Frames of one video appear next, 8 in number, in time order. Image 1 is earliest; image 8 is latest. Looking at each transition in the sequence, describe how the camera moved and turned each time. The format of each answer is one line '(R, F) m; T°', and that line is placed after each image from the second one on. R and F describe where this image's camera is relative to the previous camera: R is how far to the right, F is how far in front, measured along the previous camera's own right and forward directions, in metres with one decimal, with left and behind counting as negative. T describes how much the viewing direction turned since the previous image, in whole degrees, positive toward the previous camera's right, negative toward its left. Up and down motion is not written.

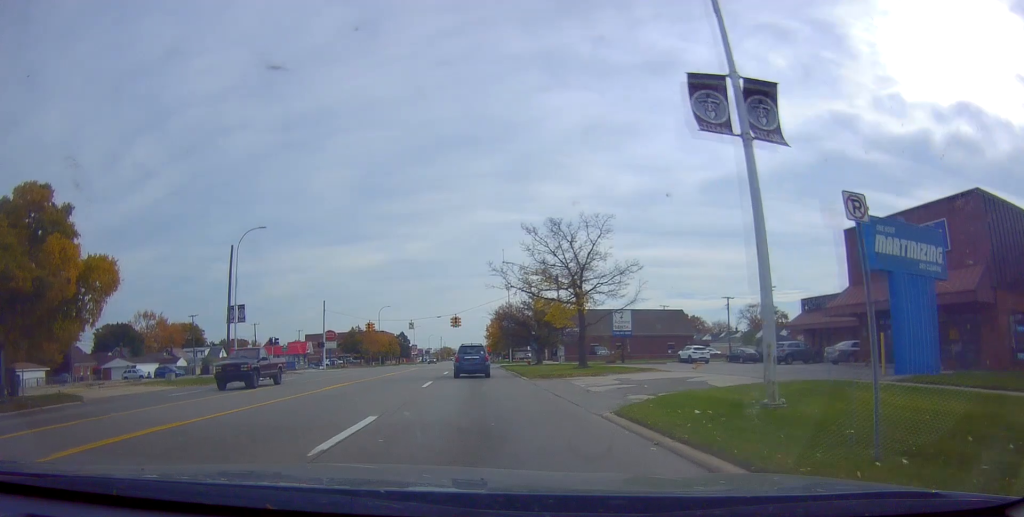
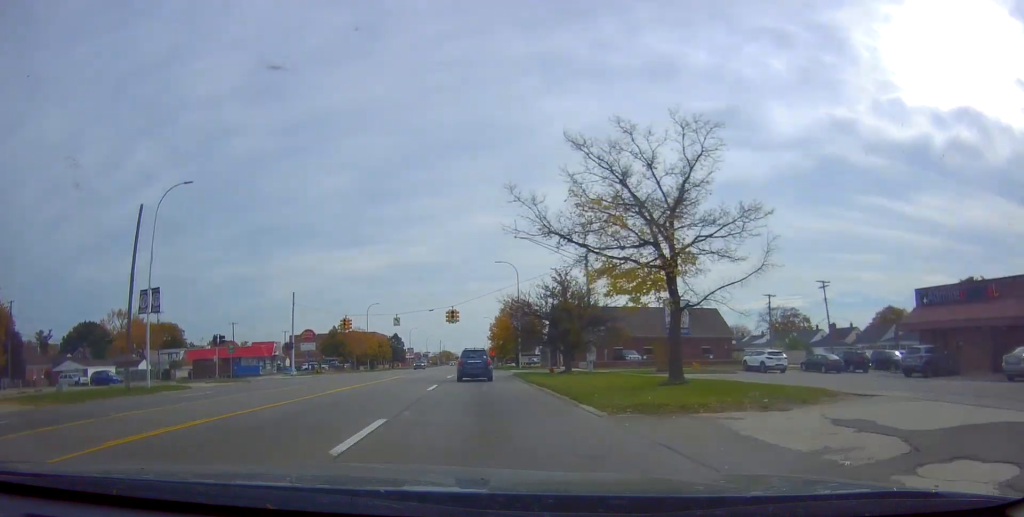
(-0.4, +14.7) m; +1°
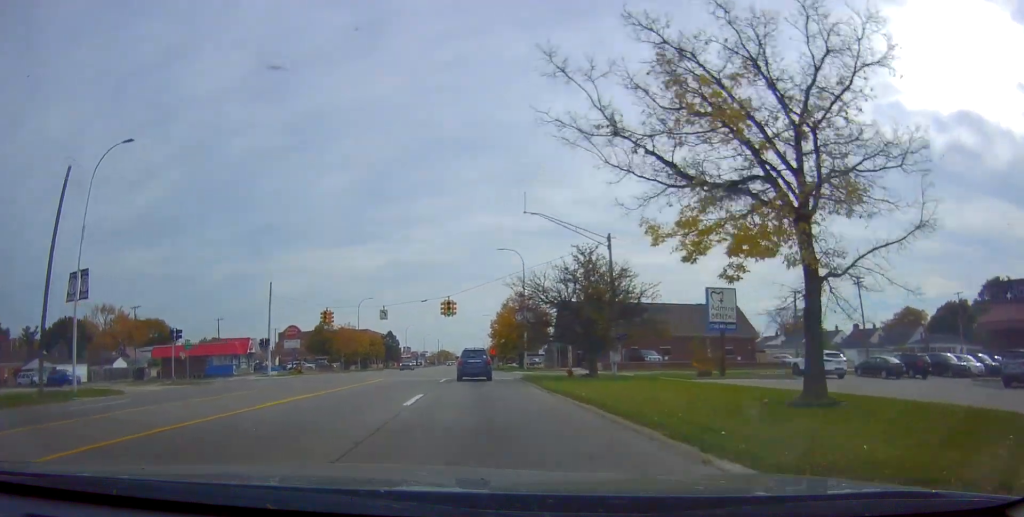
(+0.2, +7.8) m; +2°
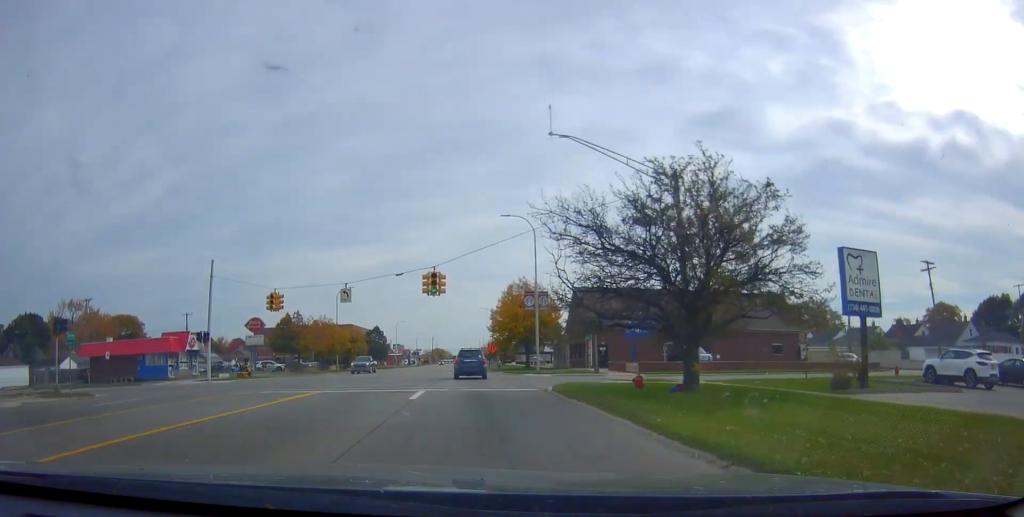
(+0.1, +13.1) m; 0°
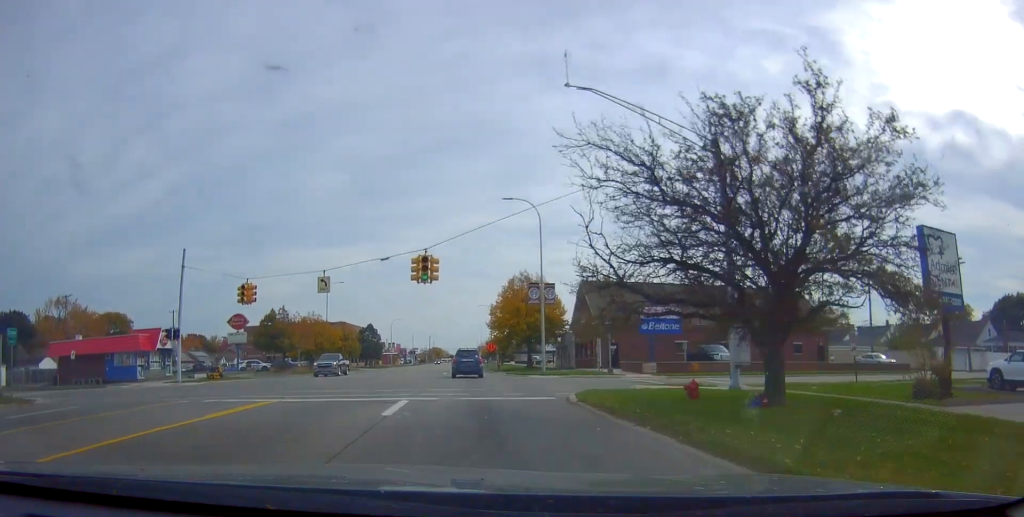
(0.0, +4.6) m; 0°
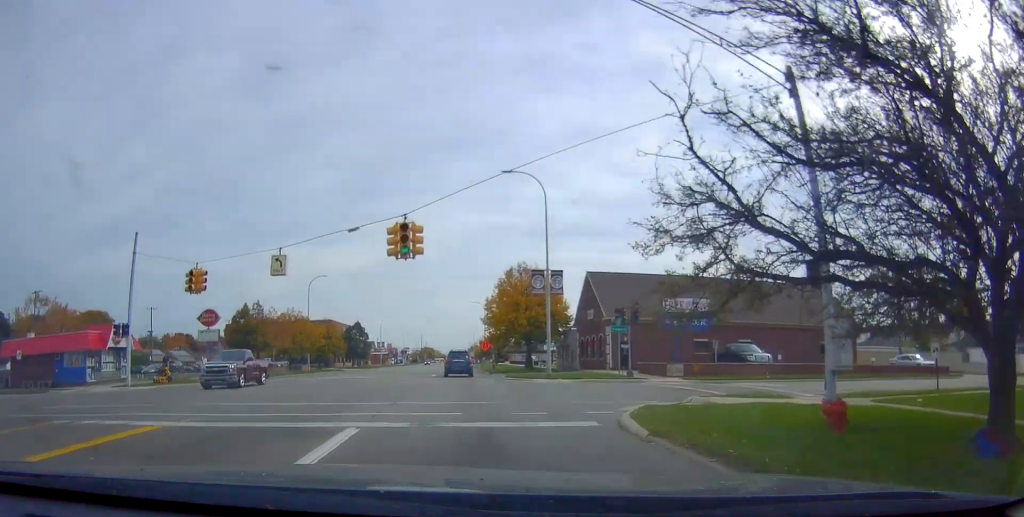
(0.0, +6.3) m; +2°
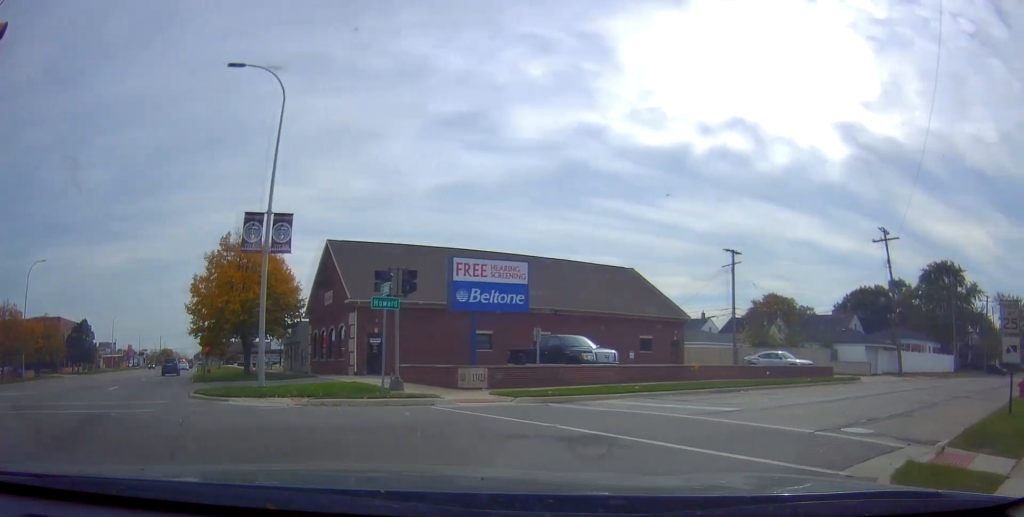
(+3.0, +12.1) m; +36°
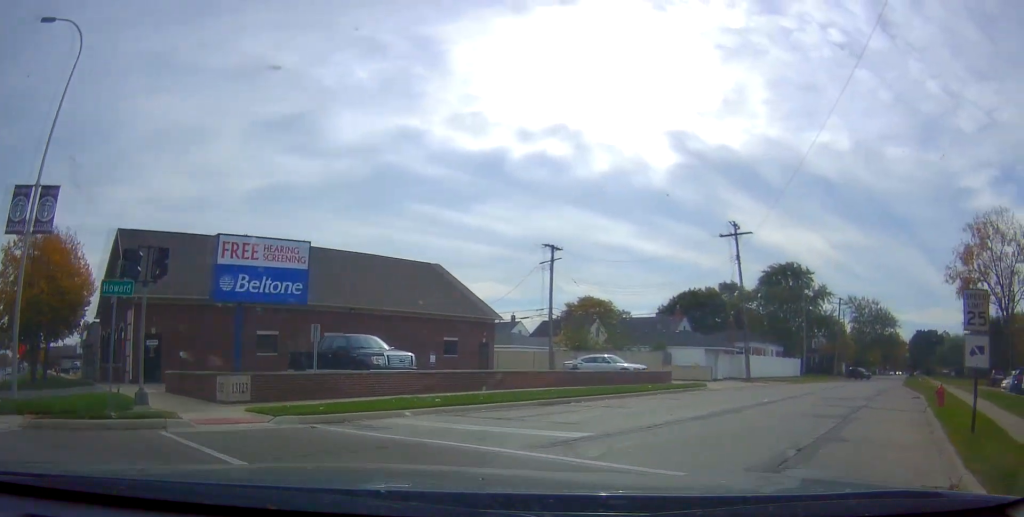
(+0.4, +4.0) m; +17°
